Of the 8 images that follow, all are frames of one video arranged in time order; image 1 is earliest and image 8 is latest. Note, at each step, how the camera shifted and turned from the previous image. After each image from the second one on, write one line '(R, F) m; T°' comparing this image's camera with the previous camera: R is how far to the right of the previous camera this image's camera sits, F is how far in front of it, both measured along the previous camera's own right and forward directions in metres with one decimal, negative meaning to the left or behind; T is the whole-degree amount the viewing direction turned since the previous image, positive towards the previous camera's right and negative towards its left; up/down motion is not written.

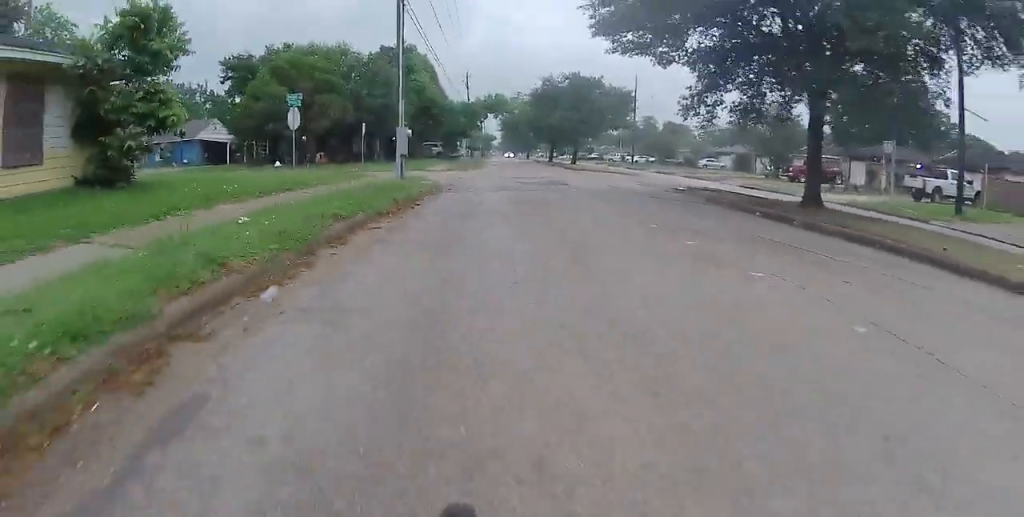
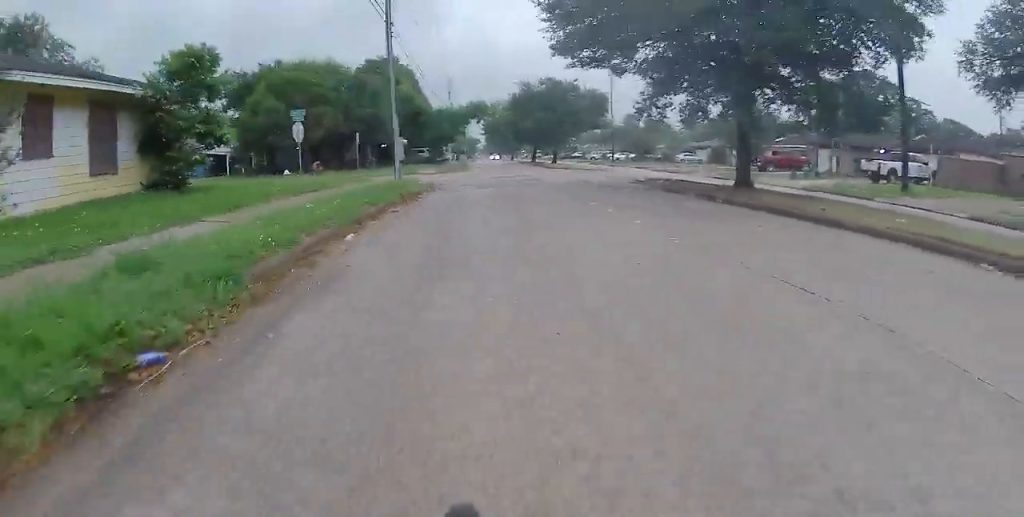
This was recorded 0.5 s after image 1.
(0.0, +3.4) m; -2°
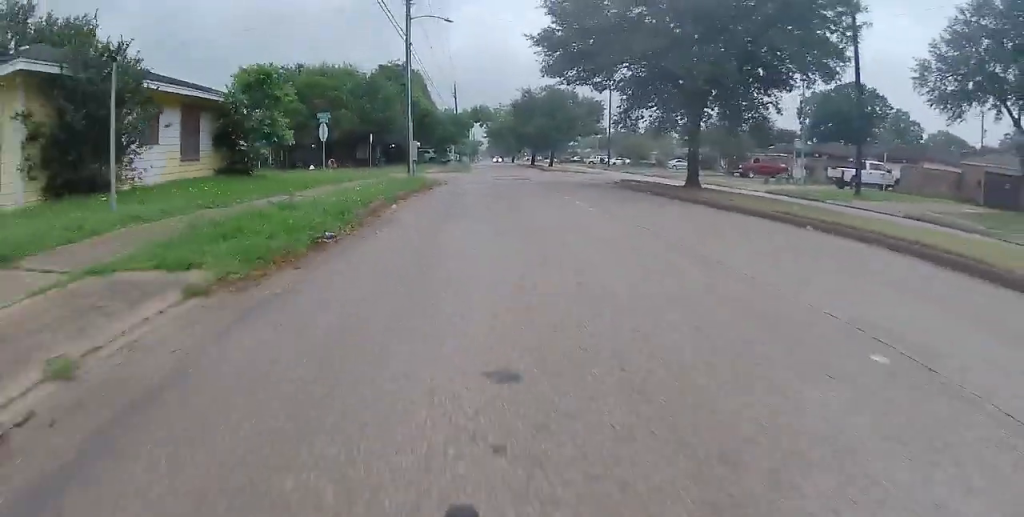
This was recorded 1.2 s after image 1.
(0.0, +4.5) m; -2°
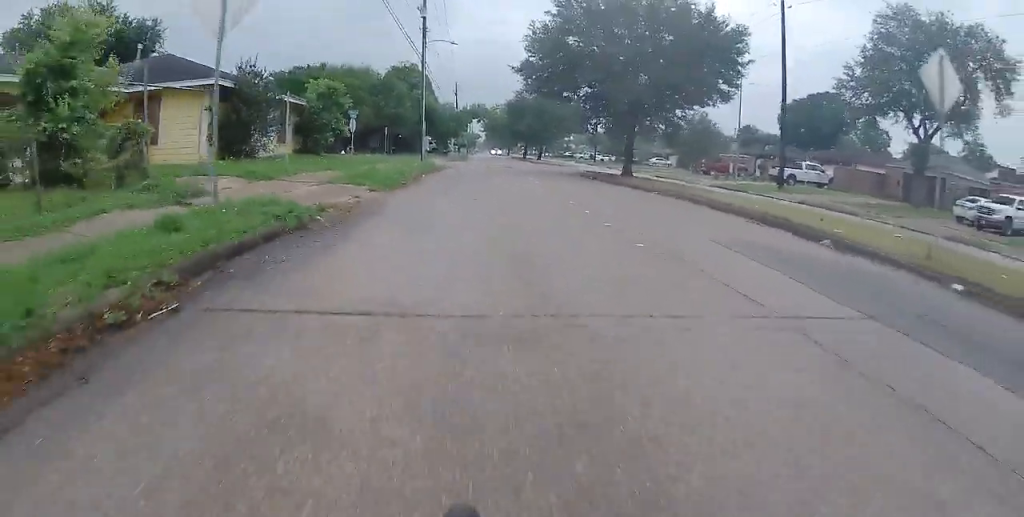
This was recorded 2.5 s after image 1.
(-0.3, +8.7) m; +1°
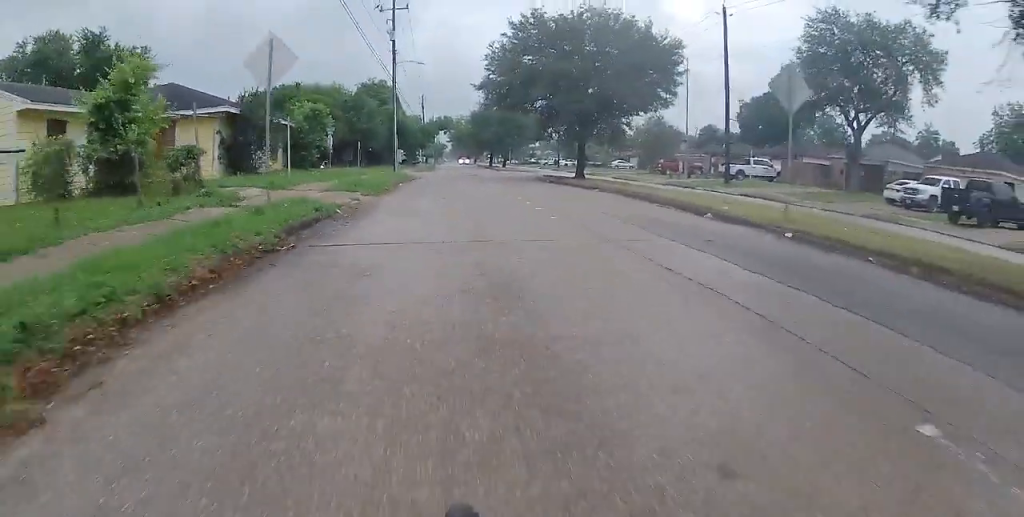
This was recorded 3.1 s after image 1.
(+0.1, +3.5) m; +2°
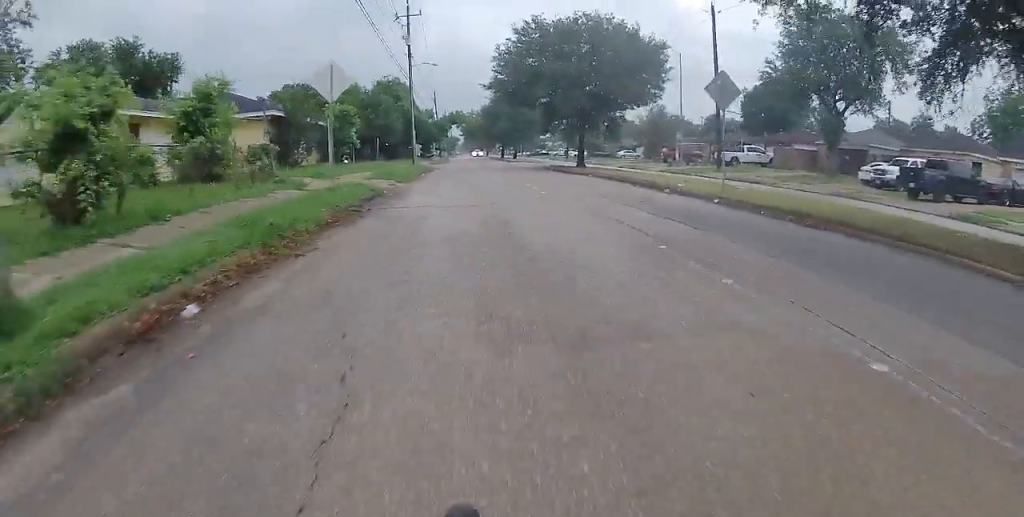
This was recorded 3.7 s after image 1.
(+0.1, +3.8) m; +1°
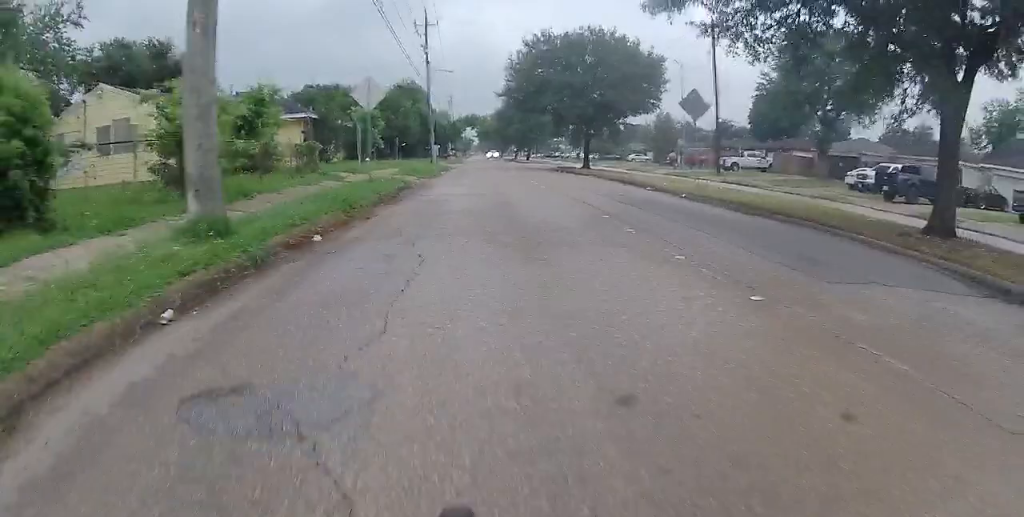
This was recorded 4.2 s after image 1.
(0.0, +3.0) m; 0°
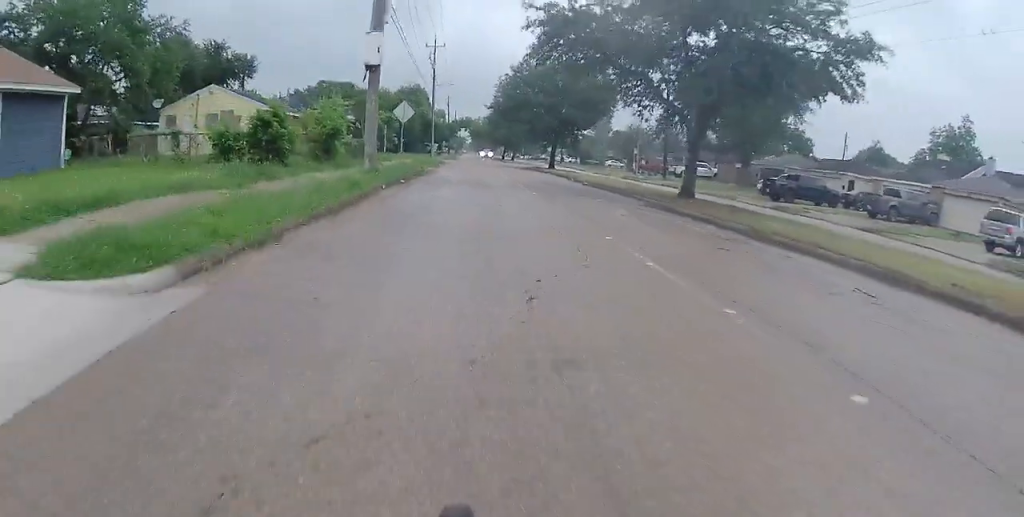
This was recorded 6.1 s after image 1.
(0.0, +11.0) m; 0°
